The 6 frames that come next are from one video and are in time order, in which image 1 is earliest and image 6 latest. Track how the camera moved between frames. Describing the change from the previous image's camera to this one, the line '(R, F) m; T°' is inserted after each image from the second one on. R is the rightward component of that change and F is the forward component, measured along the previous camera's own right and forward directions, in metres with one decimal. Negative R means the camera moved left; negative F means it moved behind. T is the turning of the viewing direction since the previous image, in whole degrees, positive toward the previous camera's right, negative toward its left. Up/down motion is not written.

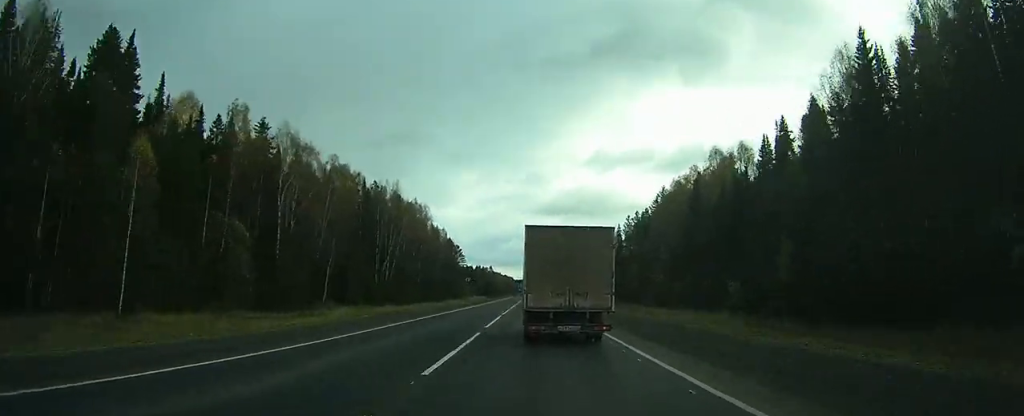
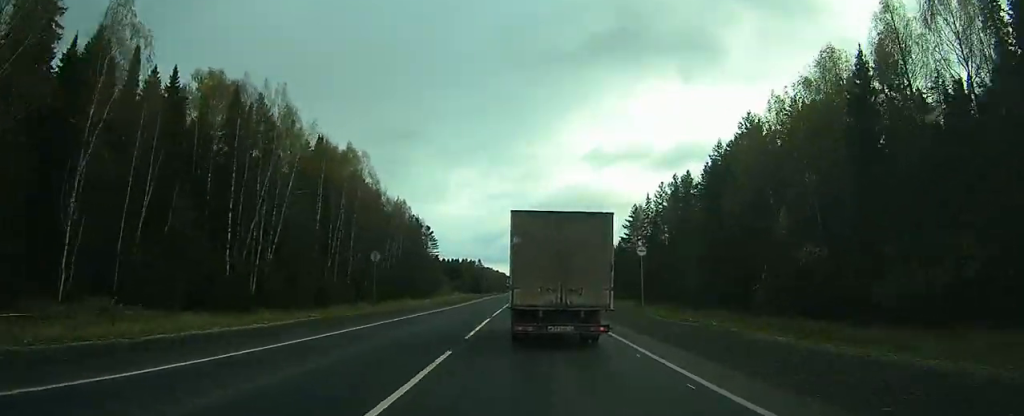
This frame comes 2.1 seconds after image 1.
(0.0, +53.5) m; 0°
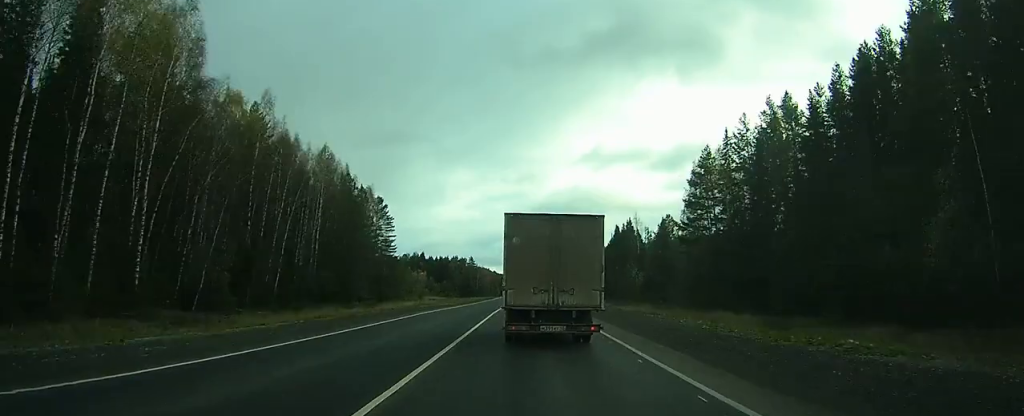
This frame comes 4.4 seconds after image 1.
(+0.1, +55.6) m; 0°
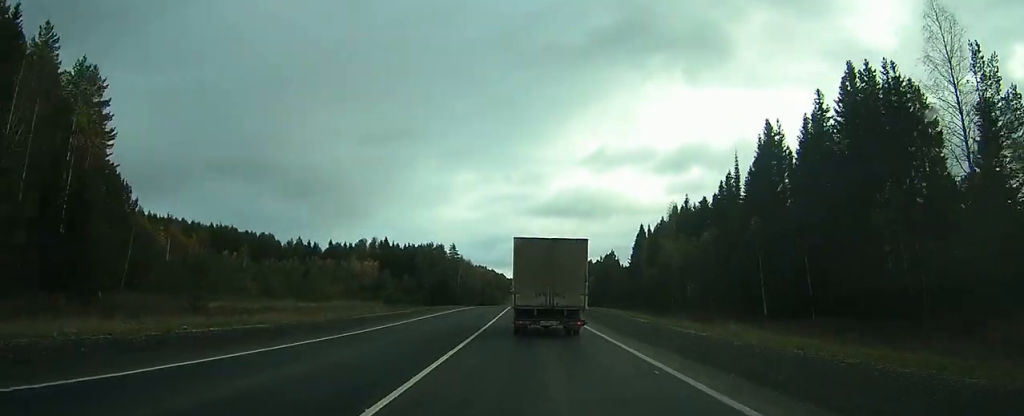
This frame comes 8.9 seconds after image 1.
(+0.1, +107.3) m; 0°
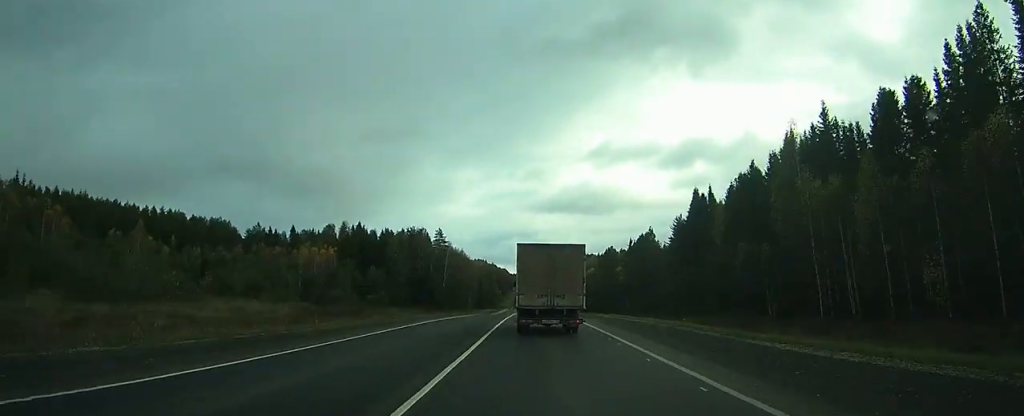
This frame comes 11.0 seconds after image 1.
(-0.2, +48.5) m; 0°
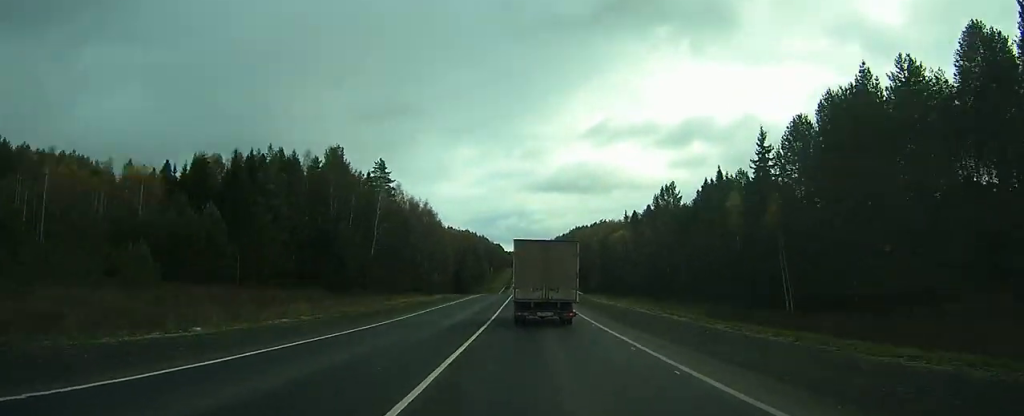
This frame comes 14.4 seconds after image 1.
(-0.2, +81.0) m; 0°
